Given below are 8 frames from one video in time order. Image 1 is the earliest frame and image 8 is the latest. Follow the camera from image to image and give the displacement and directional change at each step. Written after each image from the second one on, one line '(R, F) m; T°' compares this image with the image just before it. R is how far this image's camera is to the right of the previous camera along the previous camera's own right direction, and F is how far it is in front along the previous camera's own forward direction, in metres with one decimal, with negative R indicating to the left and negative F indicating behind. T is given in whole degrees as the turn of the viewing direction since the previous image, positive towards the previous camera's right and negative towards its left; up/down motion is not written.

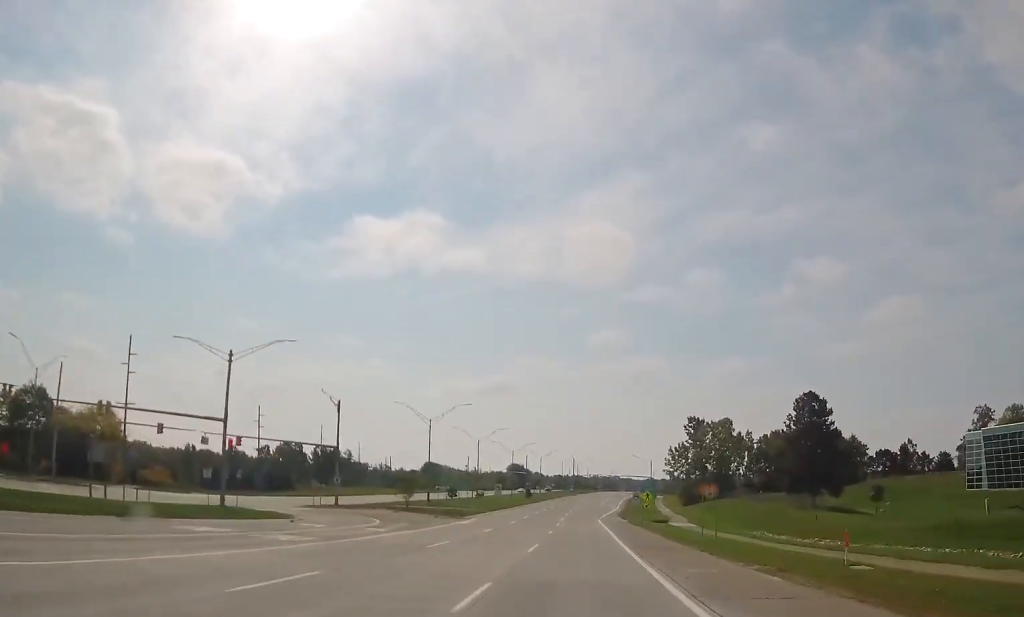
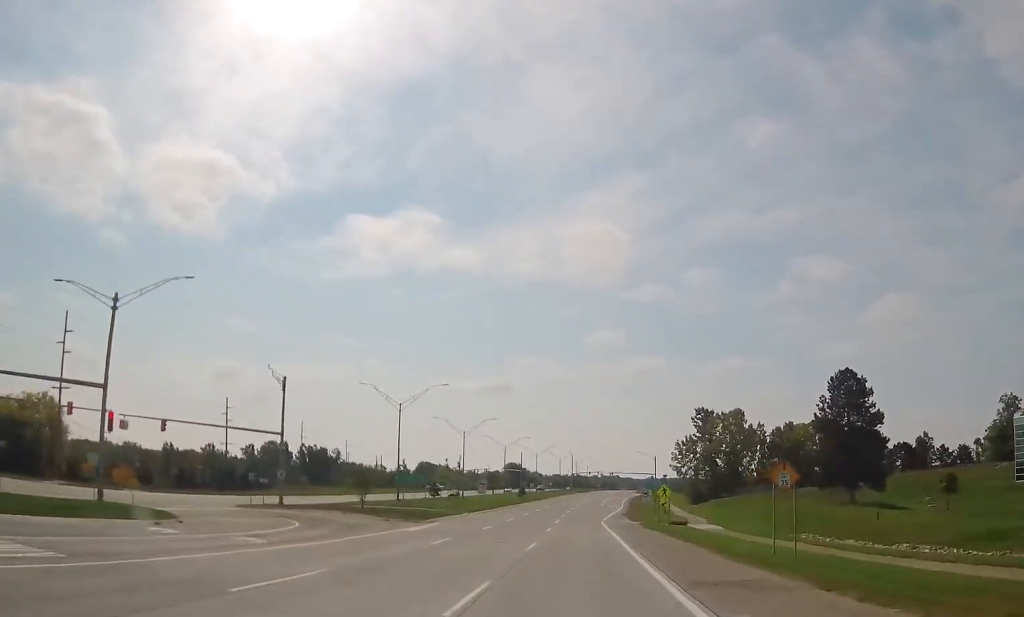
(0.0, +15.2) m; -2°
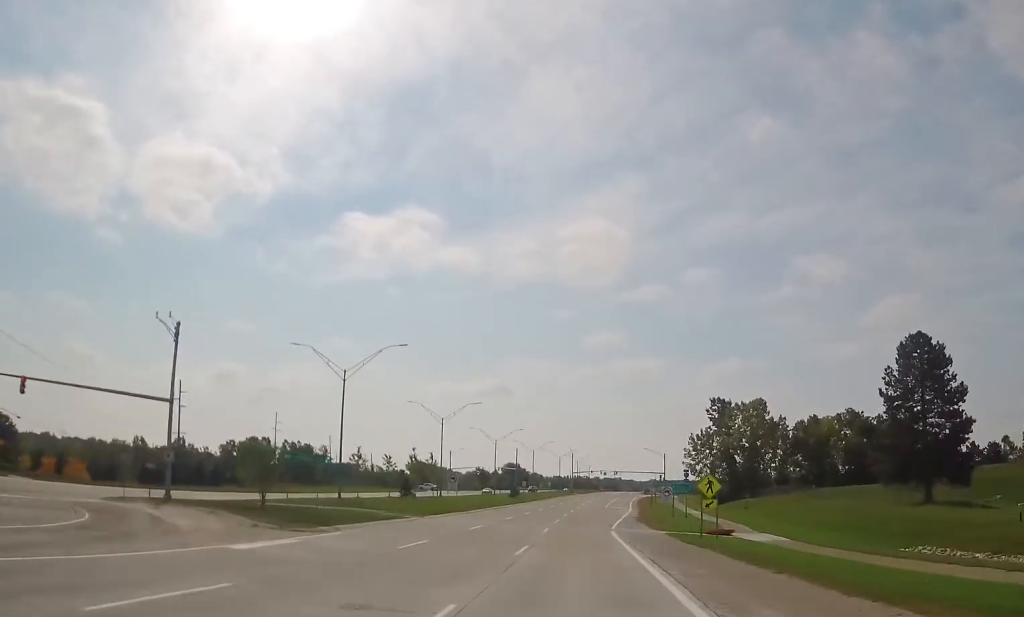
(-0.5, +19.3) m; -1°
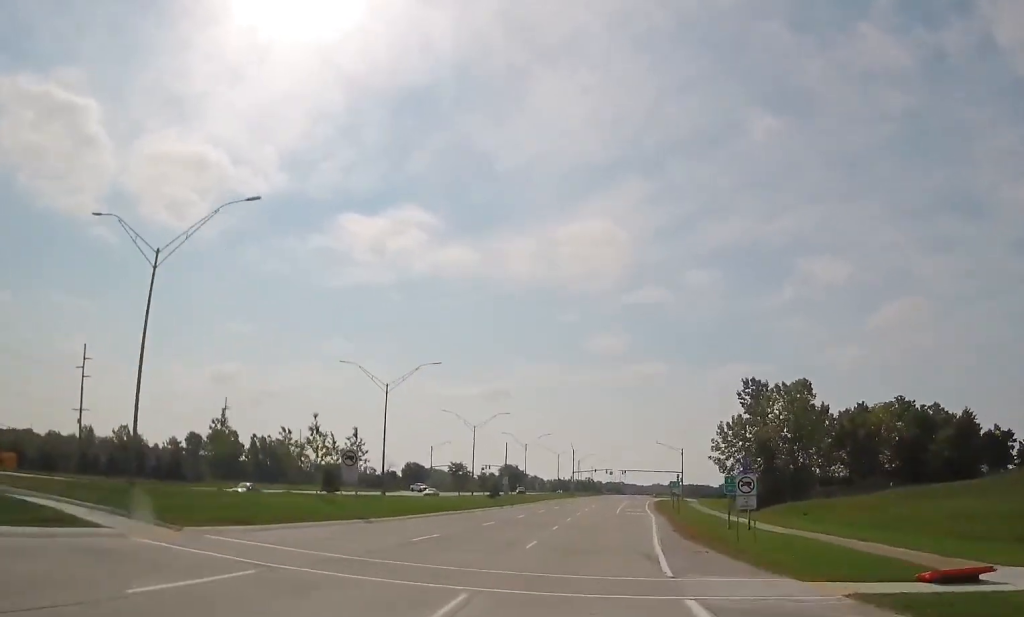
(+0.5, +29.4) m; +2°
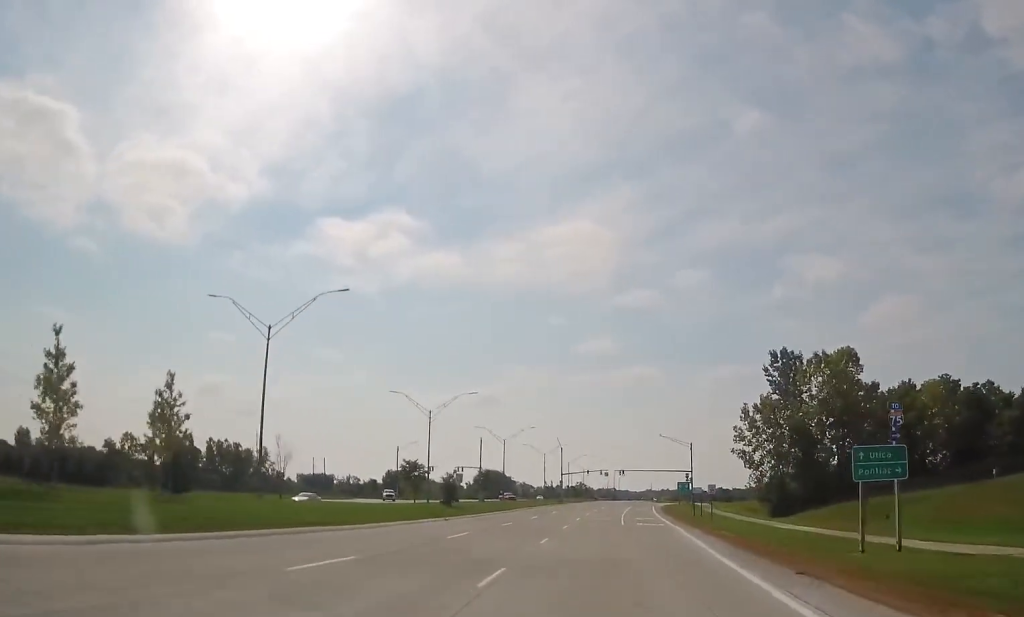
(-0.2, +25.4) m; -1°
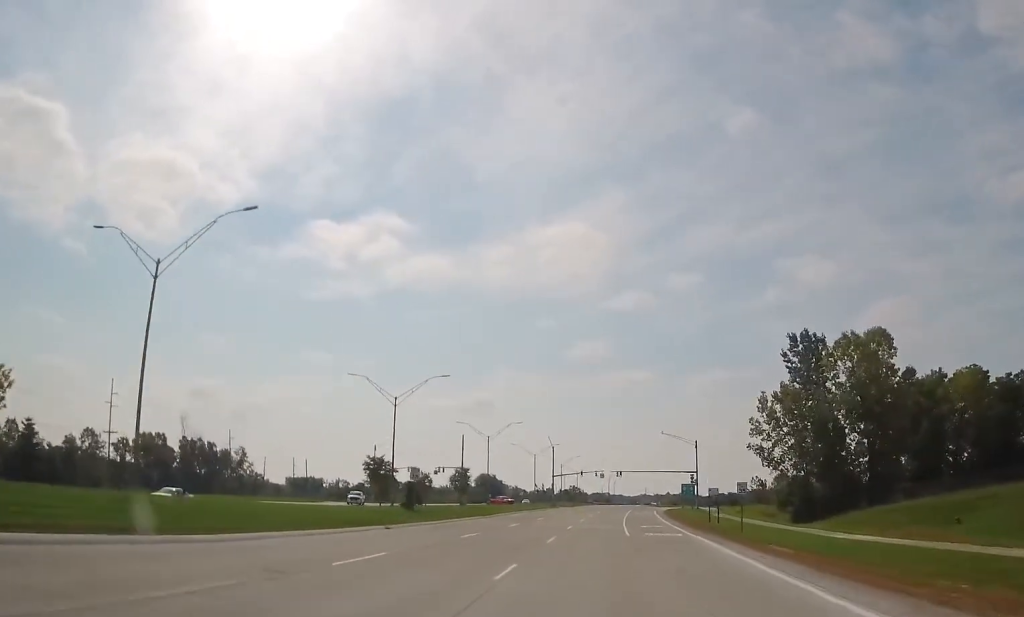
(-0.3, +12.9) m; +1°
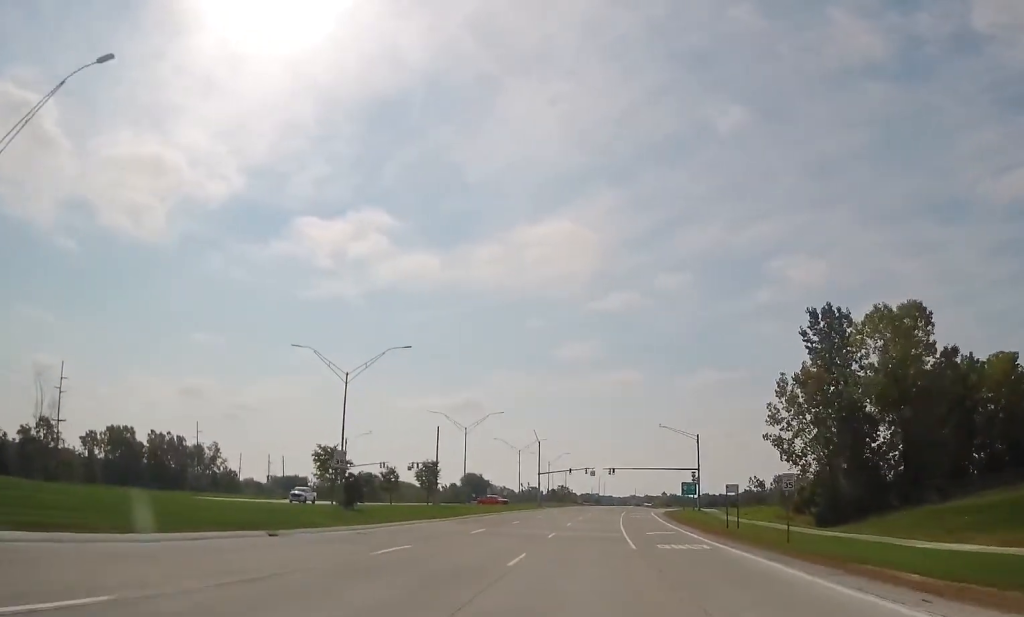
(+0.3, +11.9) m; +1°
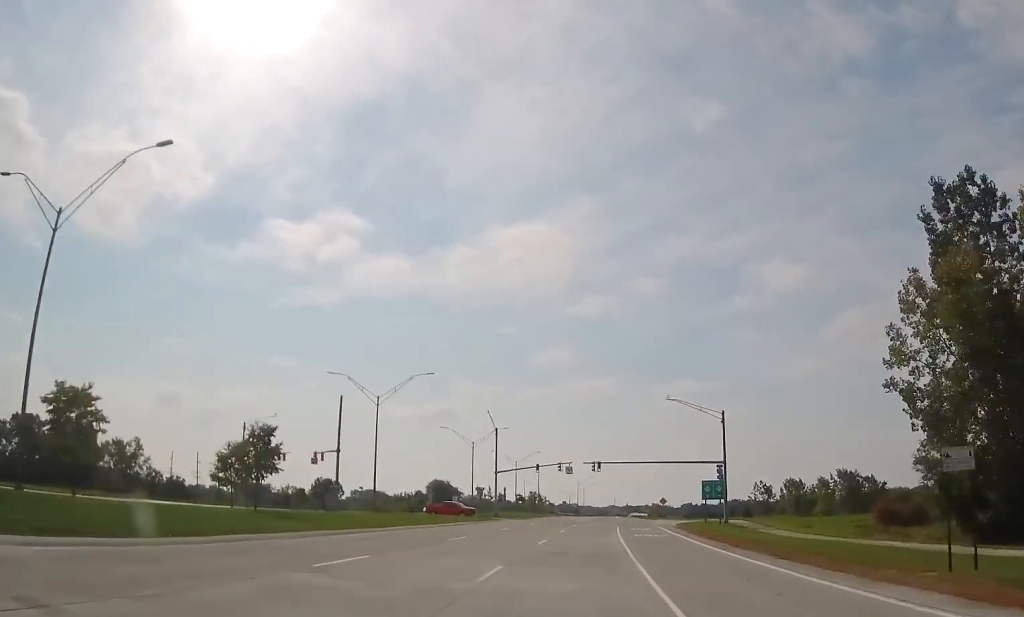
(+0.2, +33.4) m; +1°
